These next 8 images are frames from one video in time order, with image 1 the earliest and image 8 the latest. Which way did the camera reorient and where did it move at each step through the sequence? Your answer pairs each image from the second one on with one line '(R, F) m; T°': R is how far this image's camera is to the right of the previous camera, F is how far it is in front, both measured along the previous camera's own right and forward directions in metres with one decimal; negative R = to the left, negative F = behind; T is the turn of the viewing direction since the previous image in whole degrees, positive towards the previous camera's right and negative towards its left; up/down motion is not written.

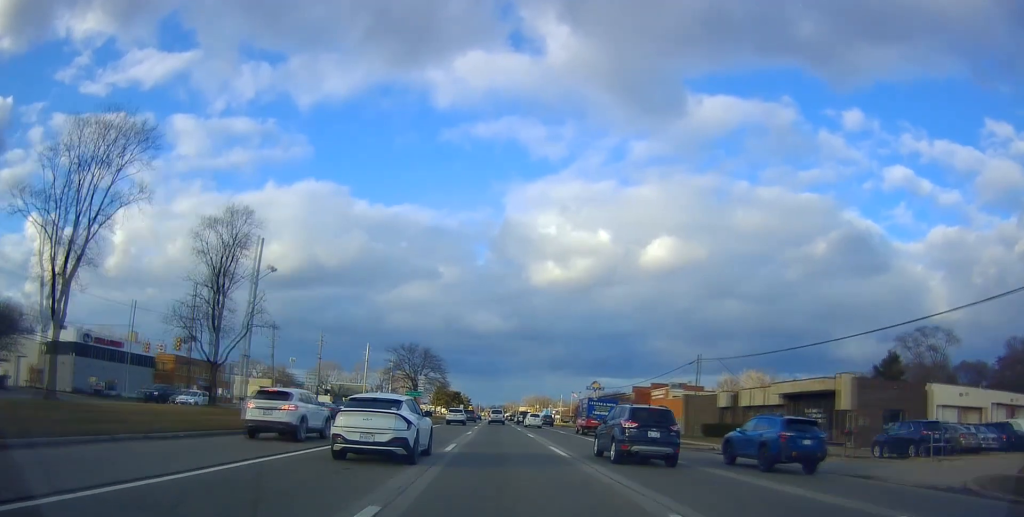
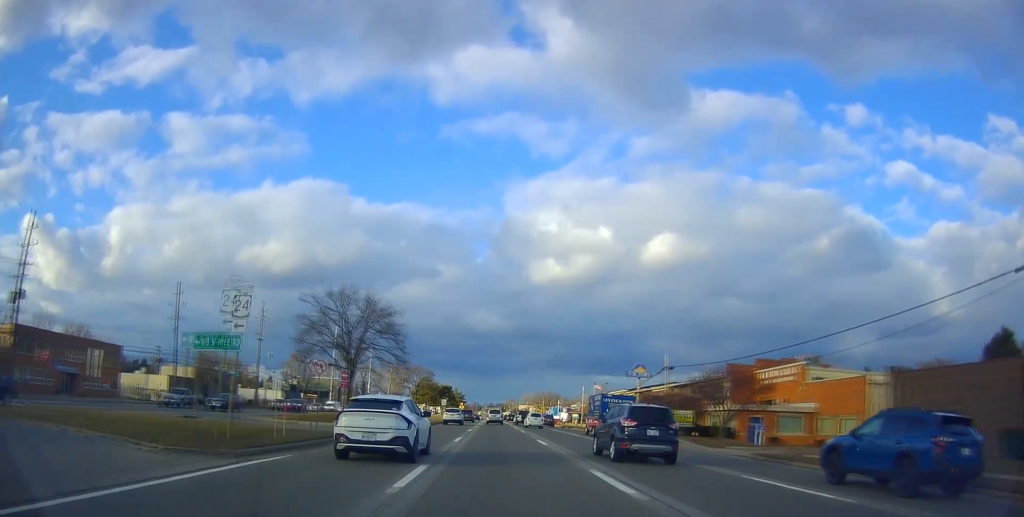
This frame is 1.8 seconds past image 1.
(-0.2, +39.6) m; 0°
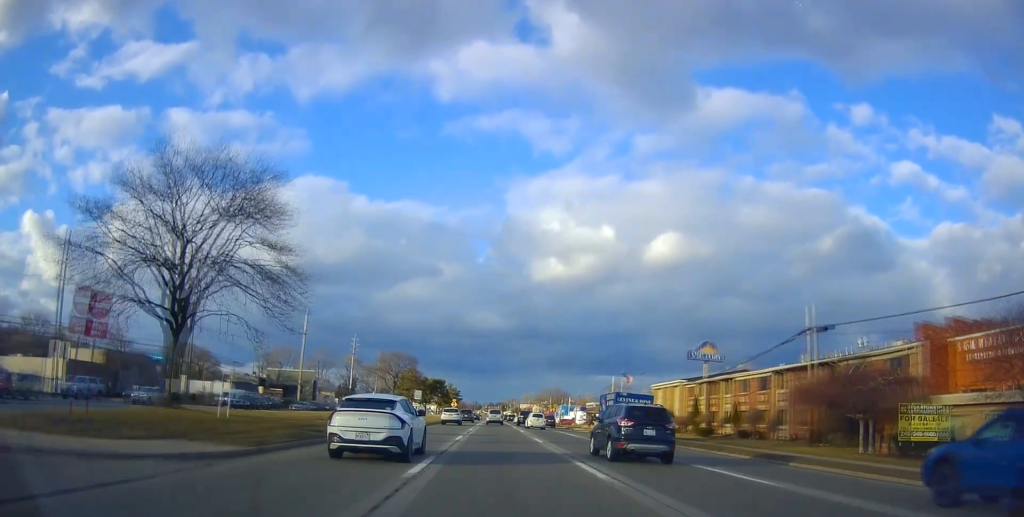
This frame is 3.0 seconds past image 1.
(+0.4, +28.0) m; +1°
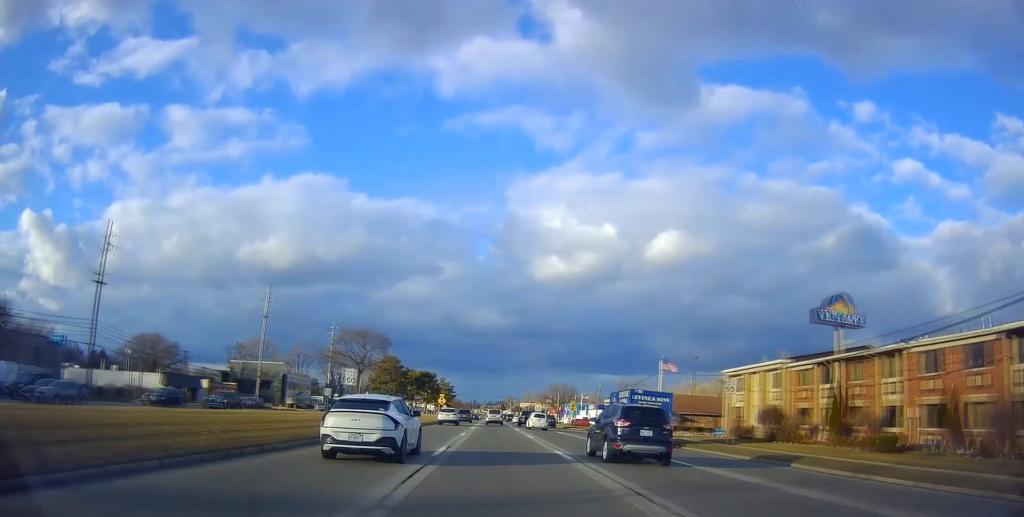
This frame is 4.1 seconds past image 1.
(+0.1, +25.2) m; -1°
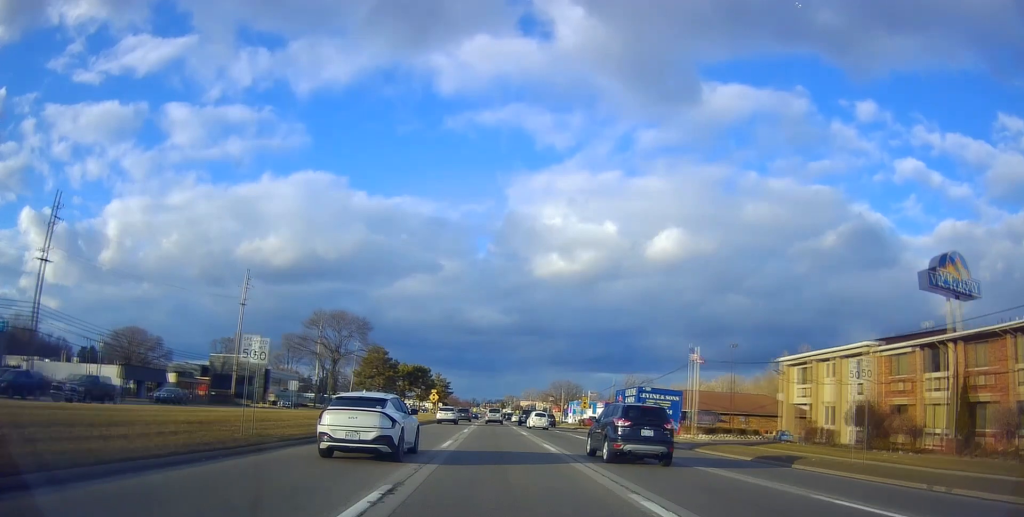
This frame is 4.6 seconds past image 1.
(+0.1, +11.5) m; 0°
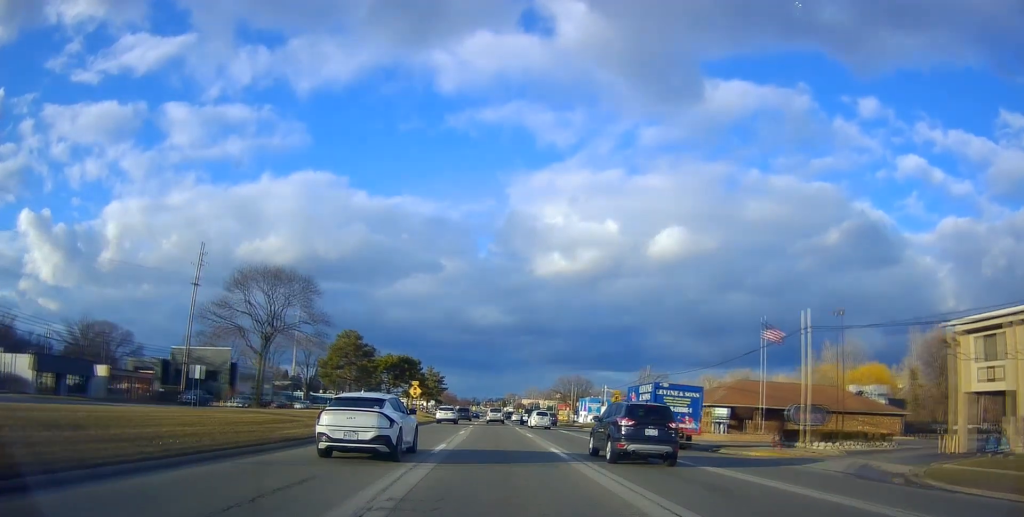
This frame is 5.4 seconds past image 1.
(-0.7, +19.3) m; 0°
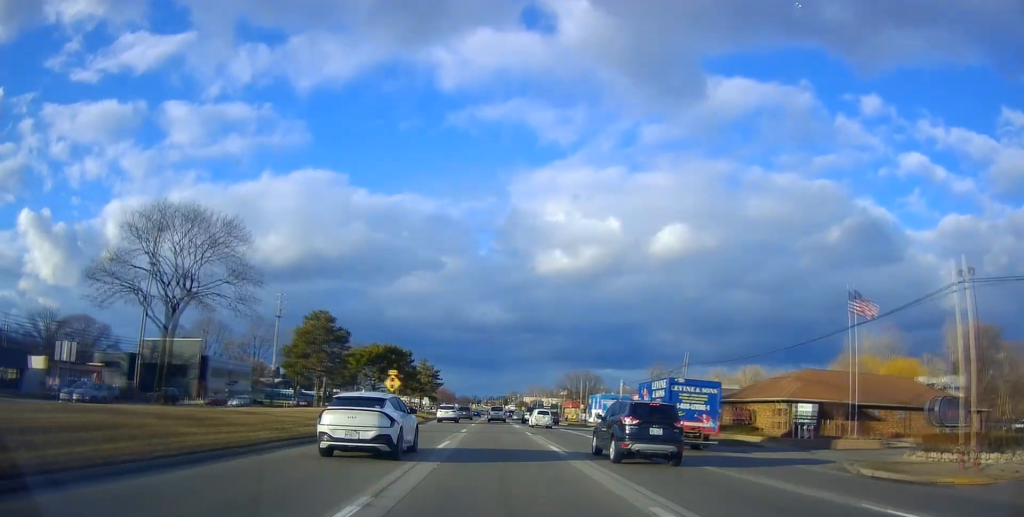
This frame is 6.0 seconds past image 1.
(+0.5, +13.7) m; +1°
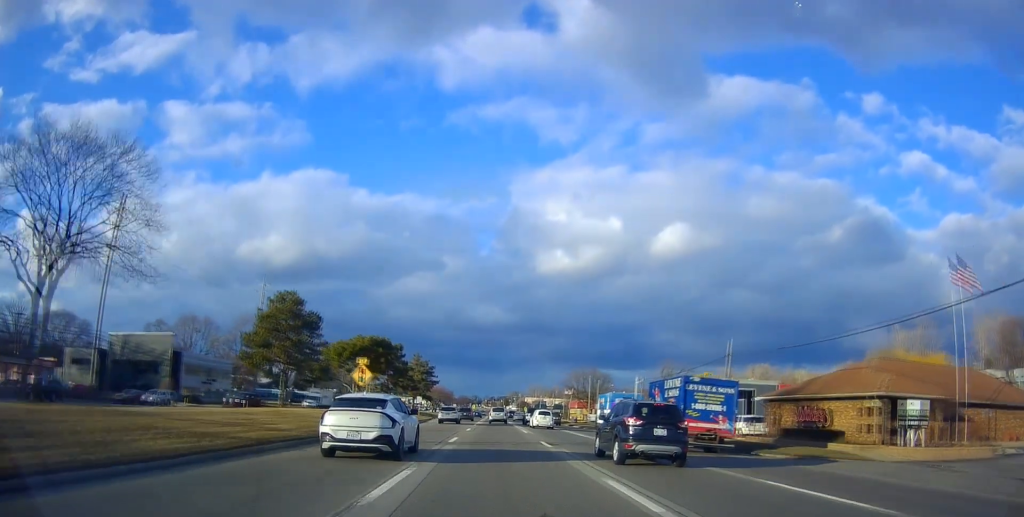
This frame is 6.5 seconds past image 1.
(+0.2, +10.7) m; 0°
